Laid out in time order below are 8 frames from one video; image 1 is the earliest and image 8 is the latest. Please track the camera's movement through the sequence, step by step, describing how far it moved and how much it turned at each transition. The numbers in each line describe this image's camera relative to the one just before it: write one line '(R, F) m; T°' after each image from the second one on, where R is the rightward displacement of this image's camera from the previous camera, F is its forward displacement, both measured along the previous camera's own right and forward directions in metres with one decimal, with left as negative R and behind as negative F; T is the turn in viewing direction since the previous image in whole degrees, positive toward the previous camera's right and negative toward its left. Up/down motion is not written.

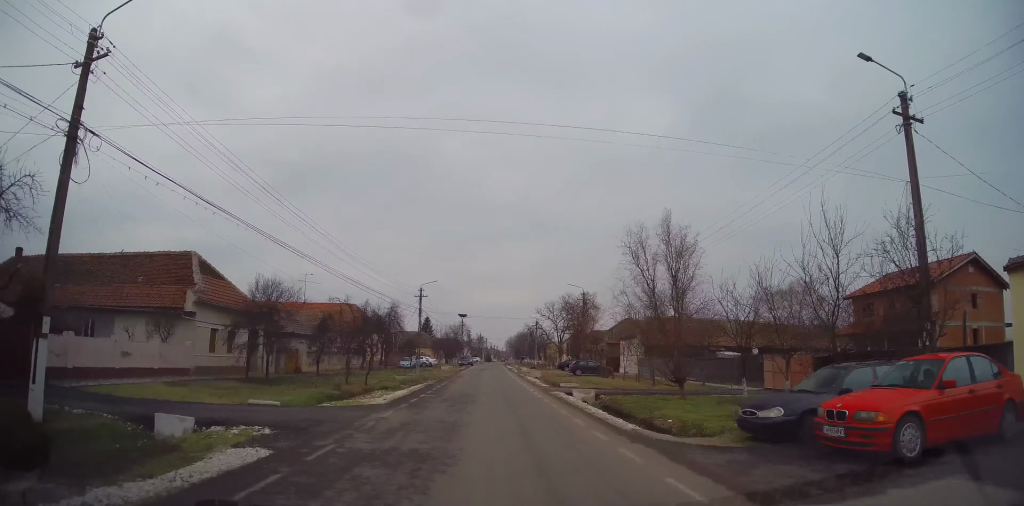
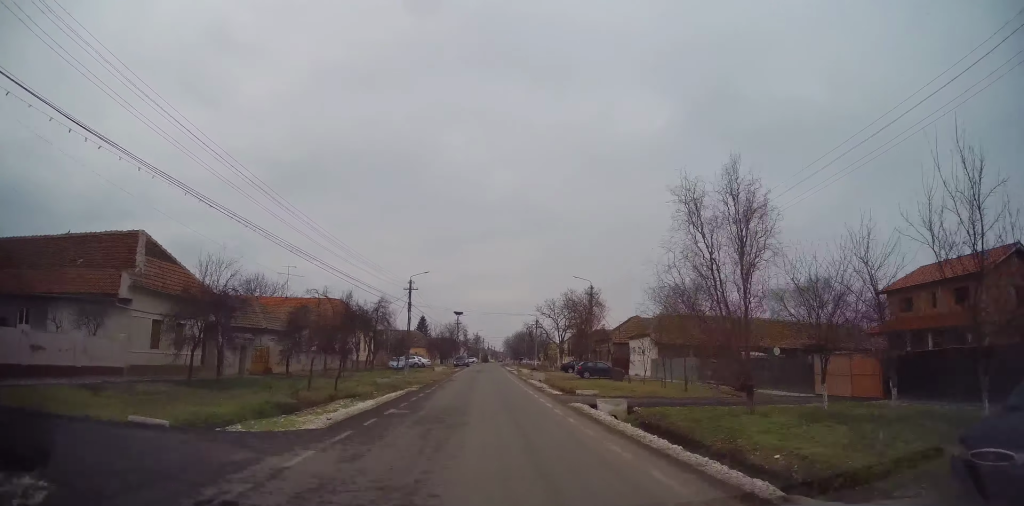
(0.0, +5.3) m; 0°
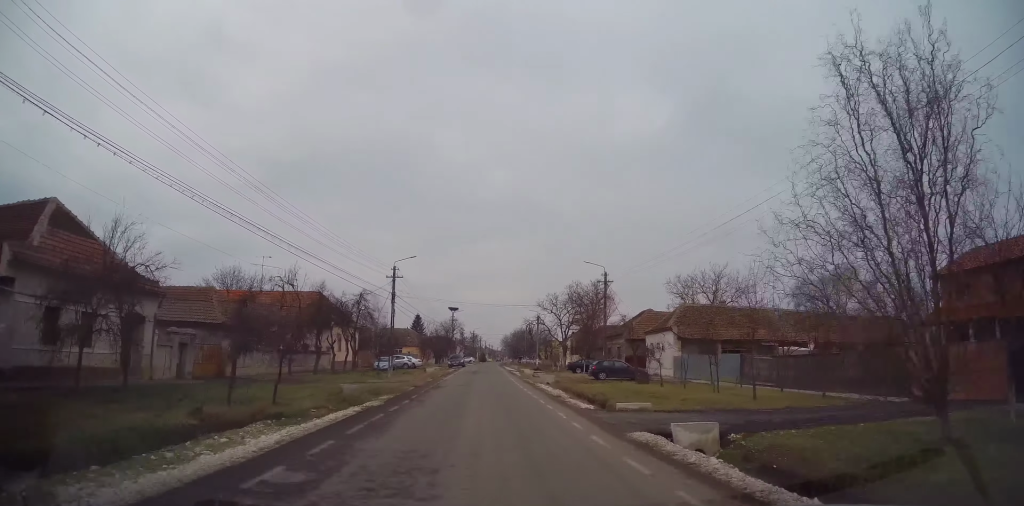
(0.0, +6.9) m; 0°
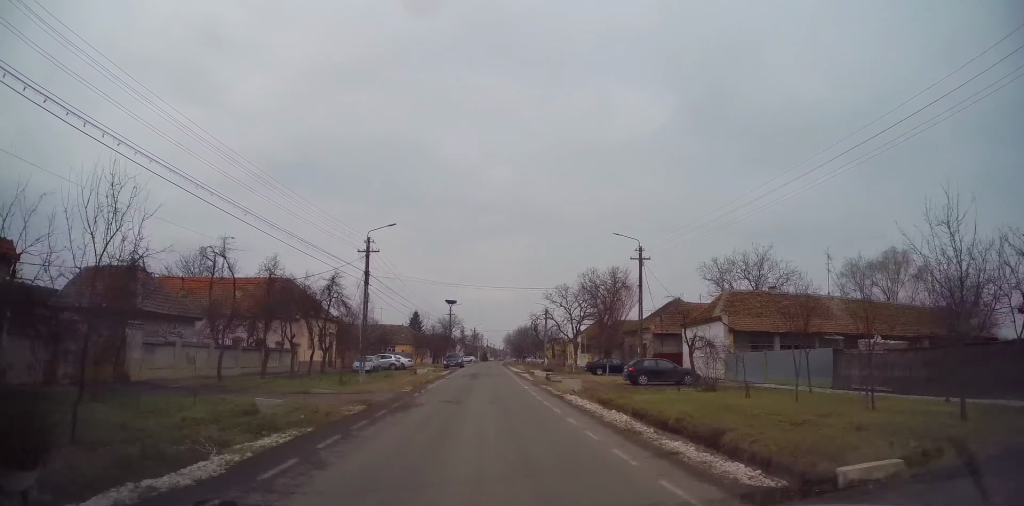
(0.0, +9.1) m; +1°
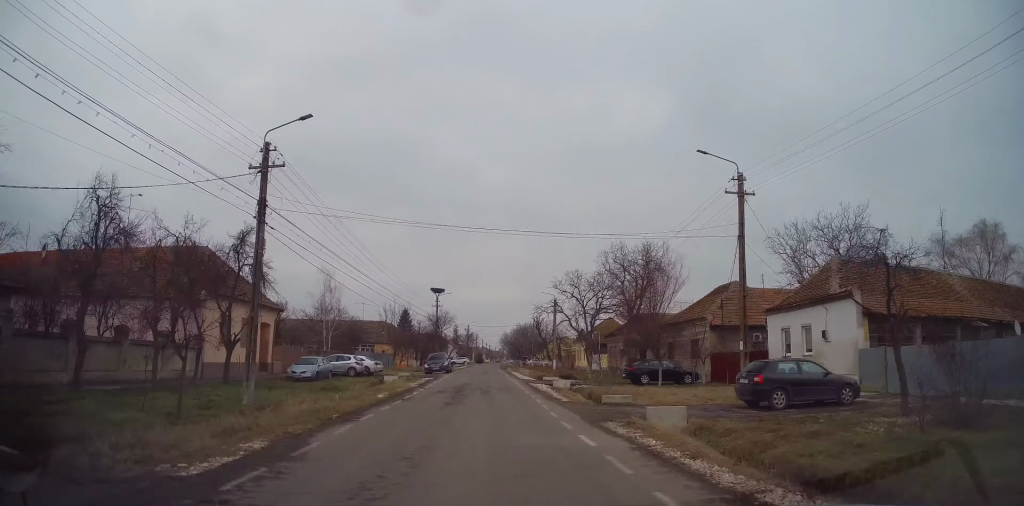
(+0.1, +14.4) m; 0°
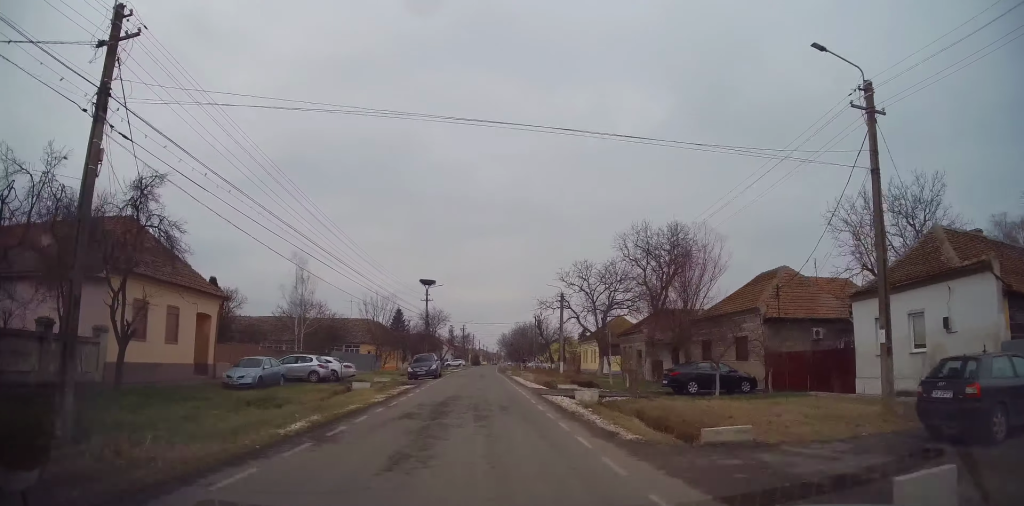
(0.0, +8.1) m; -1°
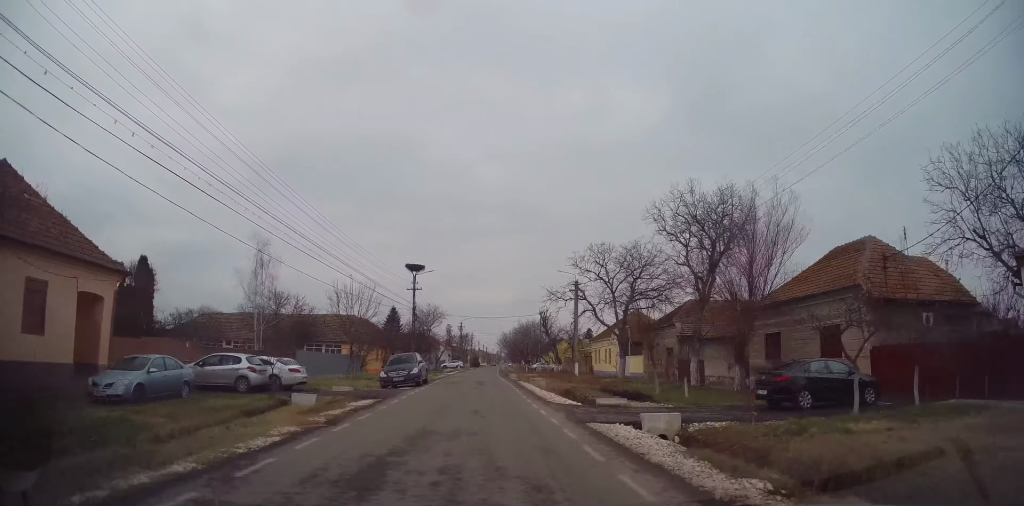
(-0.1, +9.1) m; 0°
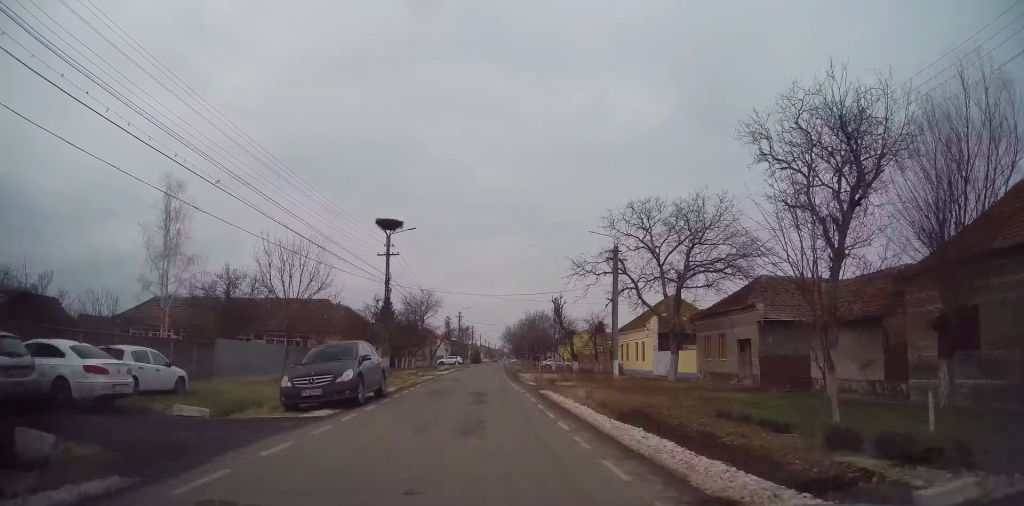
(+0.2, +12.7) m; +2°
